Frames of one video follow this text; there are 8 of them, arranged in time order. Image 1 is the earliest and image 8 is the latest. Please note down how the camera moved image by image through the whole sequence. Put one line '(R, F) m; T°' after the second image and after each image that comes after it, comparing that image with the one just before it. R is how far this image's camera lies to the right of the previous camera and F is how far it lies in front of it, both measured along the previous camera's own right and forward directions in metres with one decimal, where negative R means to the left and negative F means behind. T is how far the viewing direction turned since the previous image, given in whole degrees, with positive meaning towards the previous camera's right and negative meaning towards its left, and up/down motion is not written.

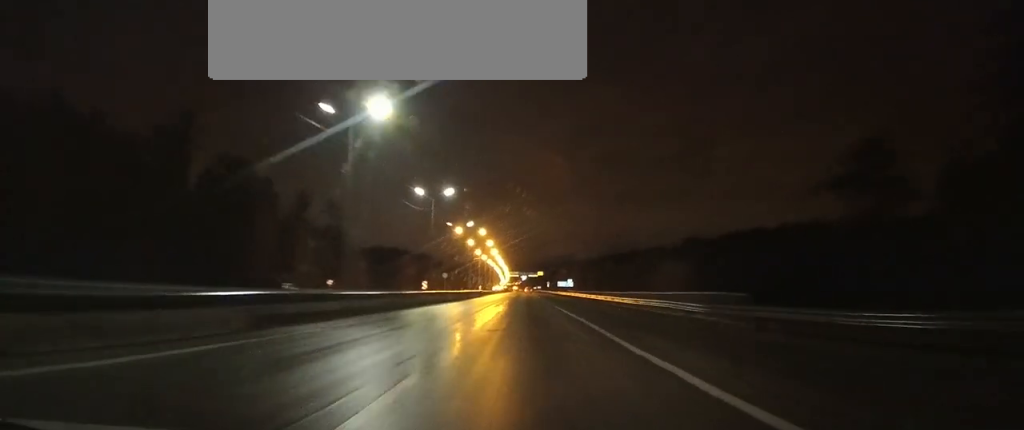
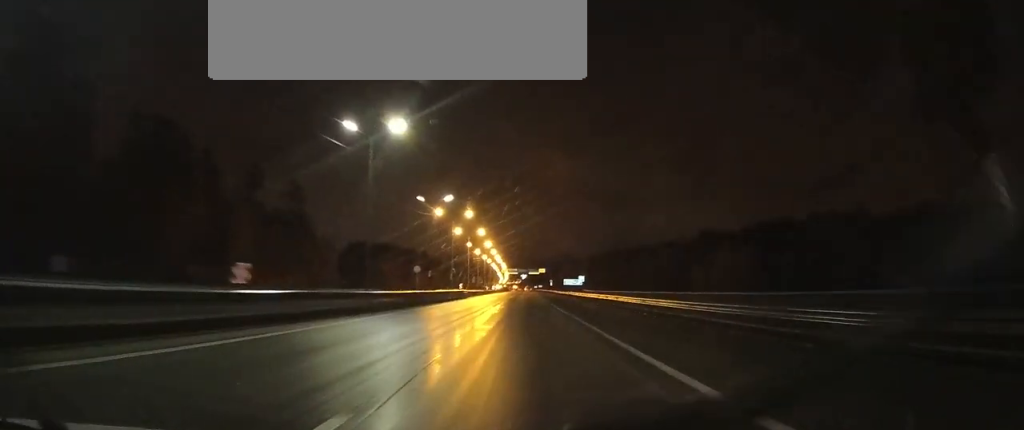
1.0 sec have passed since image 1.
(0.0, +26.5) m; 0°
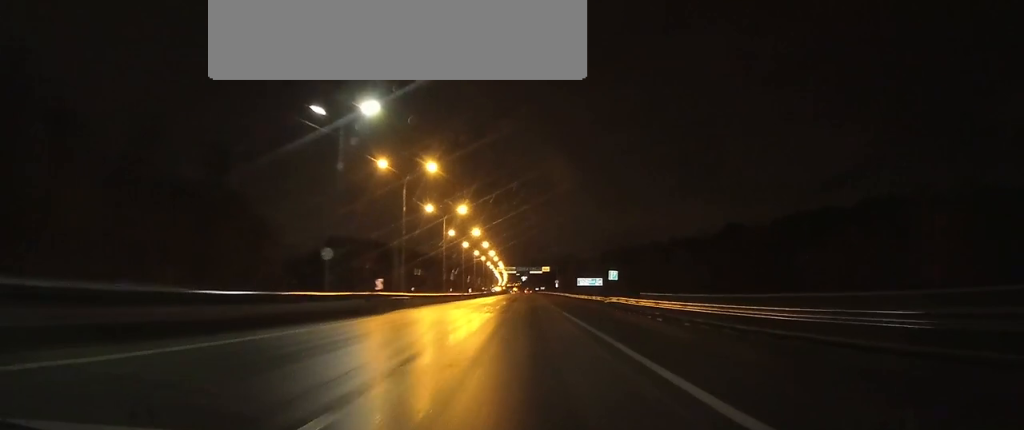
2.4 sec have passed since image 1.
(+0.1, +35.6) m; 0°
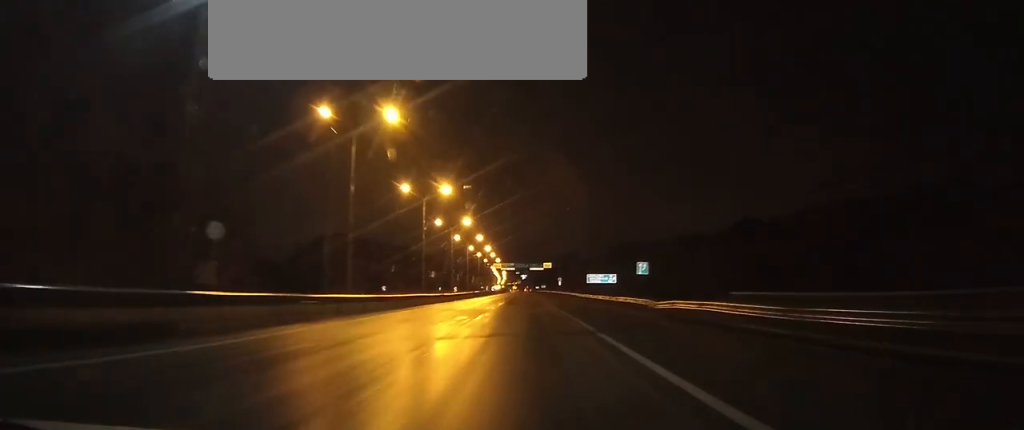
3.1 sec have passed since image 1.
(0.0, +16.2) m; 0°
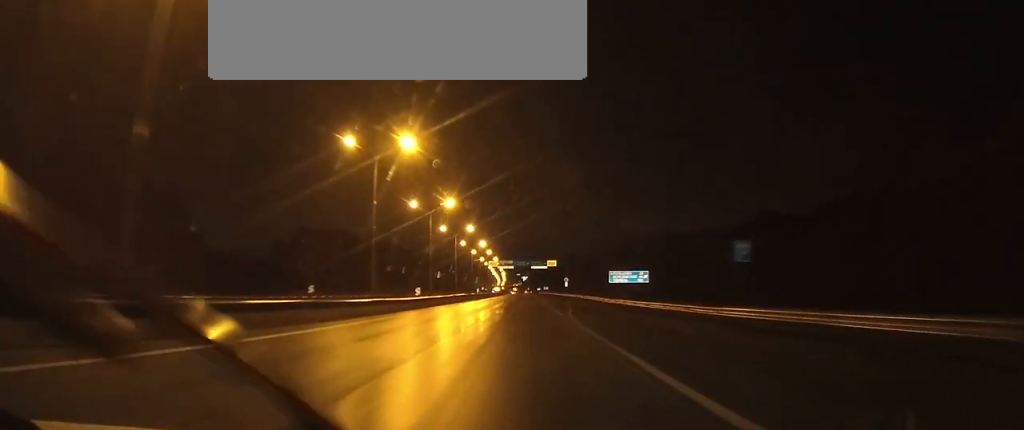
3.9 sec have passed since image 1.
(0.0, +22.2) m; 0°
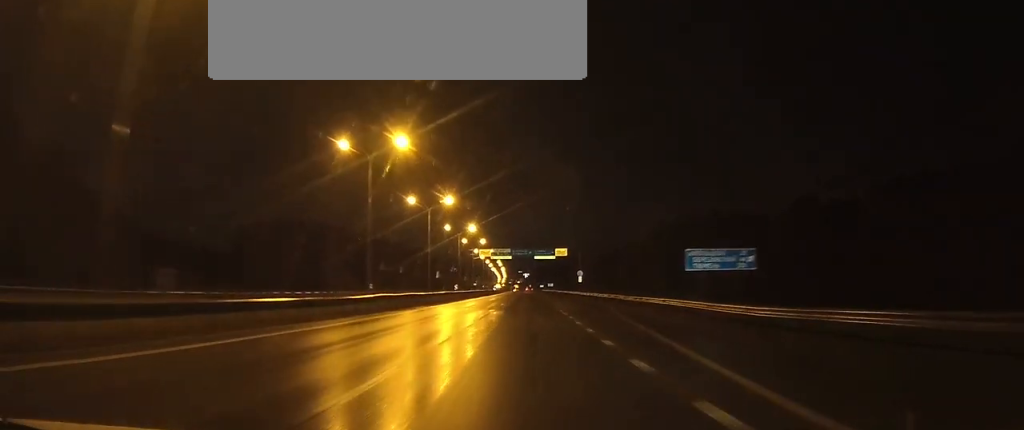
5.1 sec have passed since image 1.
(0.0, +30.0) m; 0°
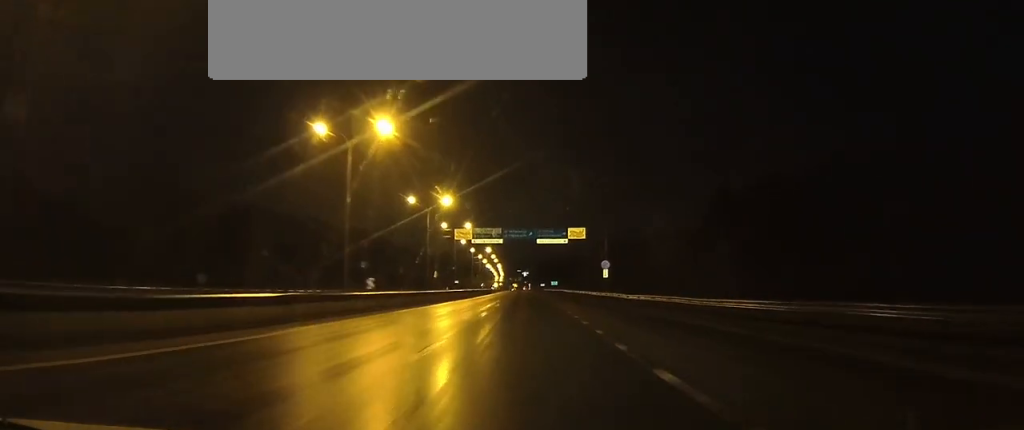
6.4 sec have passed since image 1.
(0.0, +33.6) m; -1°
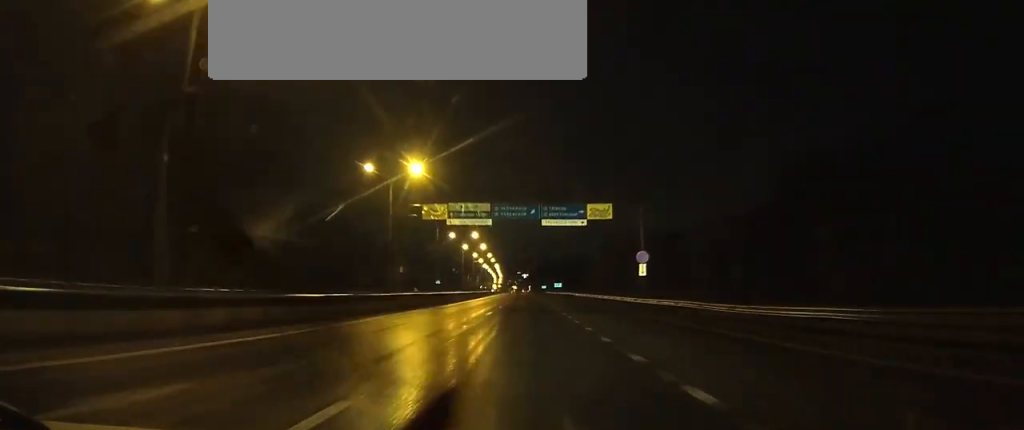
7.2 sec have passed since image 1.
(-0.2, +21.7) m; 0°
